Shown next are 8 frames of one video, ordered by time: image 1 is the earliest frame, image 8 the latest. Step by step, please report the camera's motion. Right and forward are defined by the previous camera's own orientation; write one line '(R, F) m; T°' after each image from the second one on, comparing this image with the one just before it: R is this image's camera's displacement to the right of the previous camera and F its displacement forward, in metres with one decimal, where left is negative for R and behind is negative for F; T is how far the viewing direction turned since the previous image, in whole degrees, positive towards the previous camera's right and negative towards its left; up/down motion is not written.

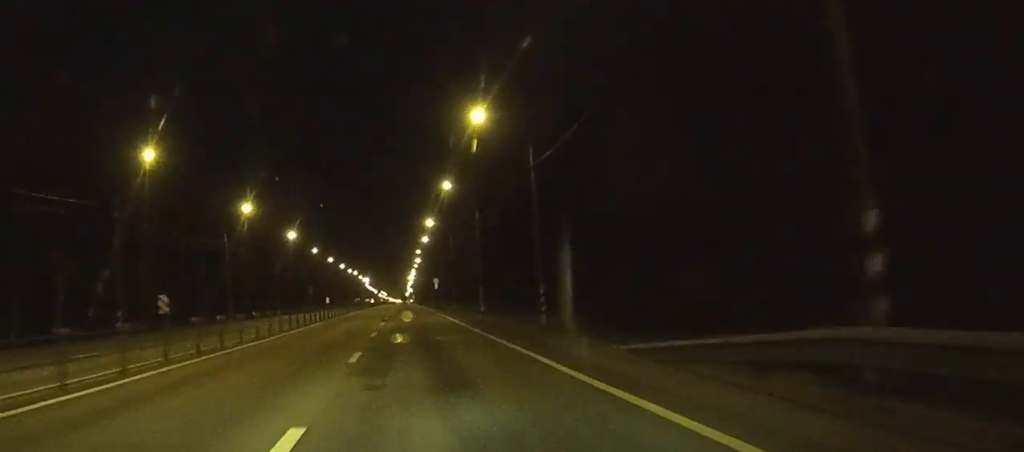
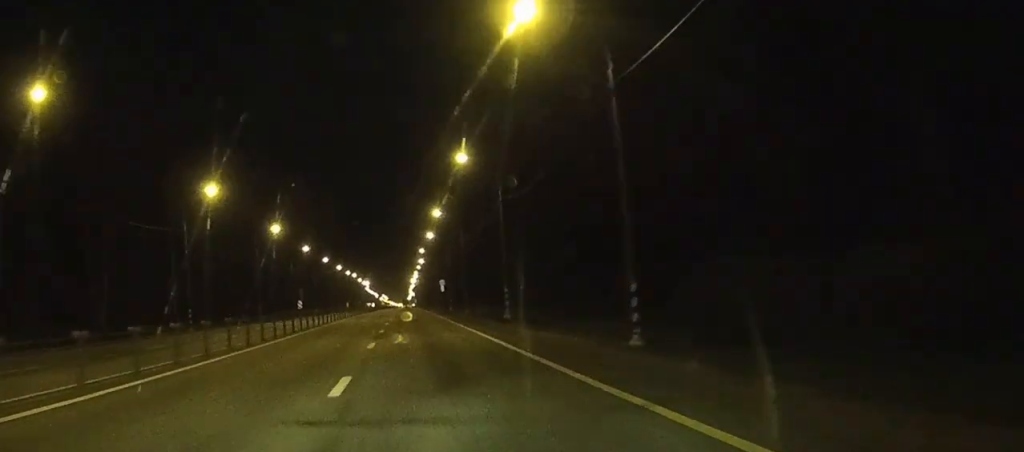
(0.0, +17.2) m; 0°
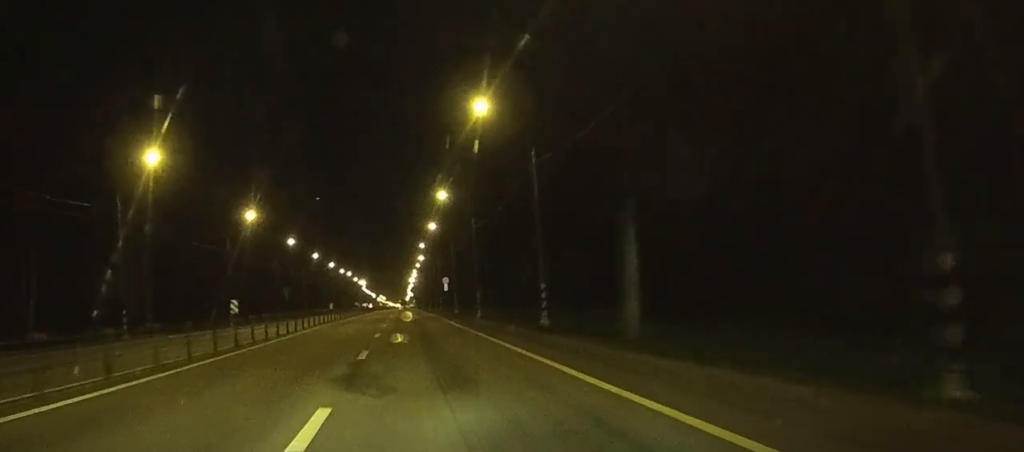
(0.0, +16.5) m; 0°
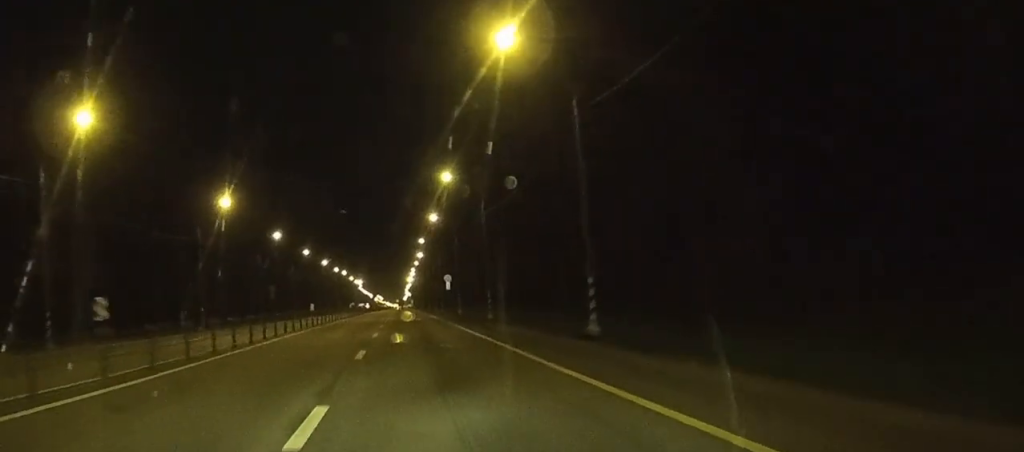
(0.0, +11.8) m; 0°
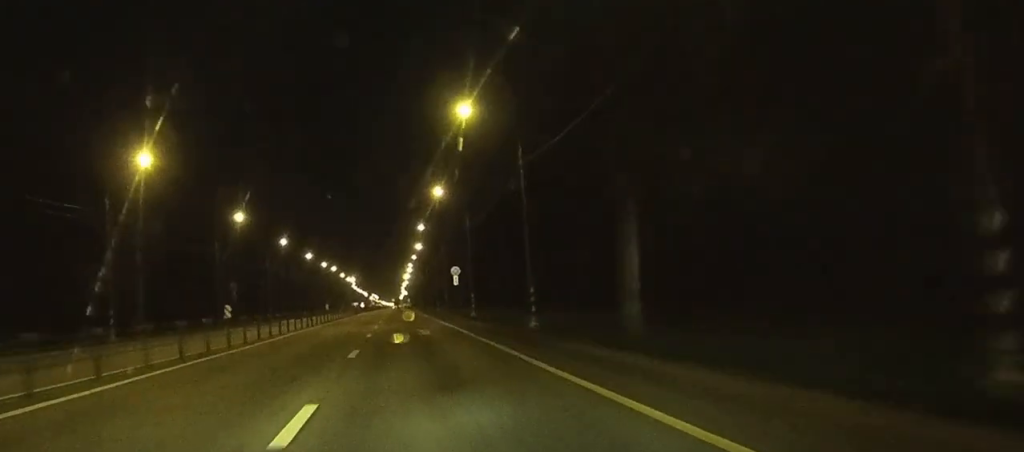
(+0.1, +23.7) m; 0°
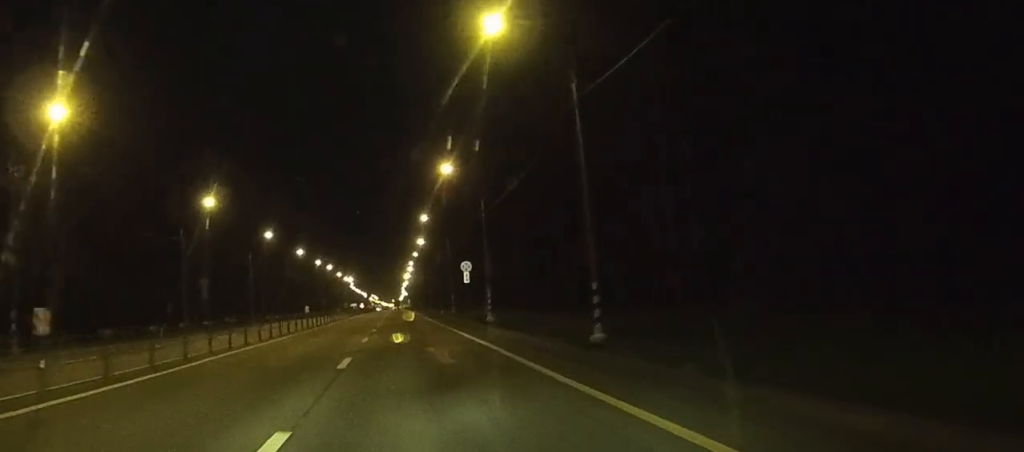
(0.0, +14.3) m; 0°
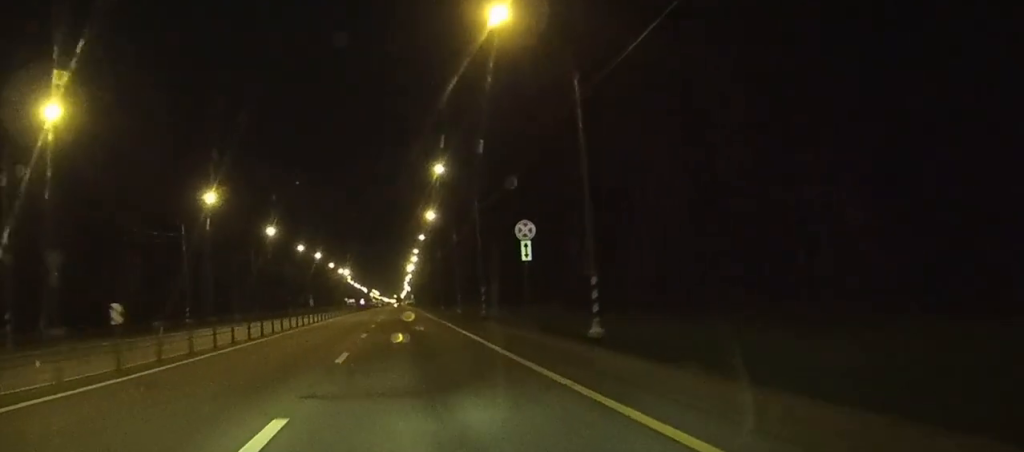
(-0.2, +35.0) m; 0°
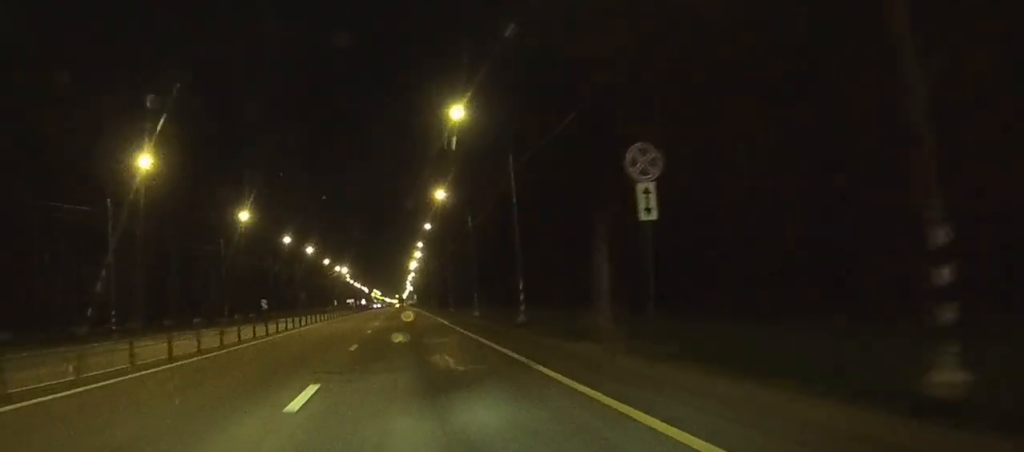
(0.0, +20.0) m; 0°
